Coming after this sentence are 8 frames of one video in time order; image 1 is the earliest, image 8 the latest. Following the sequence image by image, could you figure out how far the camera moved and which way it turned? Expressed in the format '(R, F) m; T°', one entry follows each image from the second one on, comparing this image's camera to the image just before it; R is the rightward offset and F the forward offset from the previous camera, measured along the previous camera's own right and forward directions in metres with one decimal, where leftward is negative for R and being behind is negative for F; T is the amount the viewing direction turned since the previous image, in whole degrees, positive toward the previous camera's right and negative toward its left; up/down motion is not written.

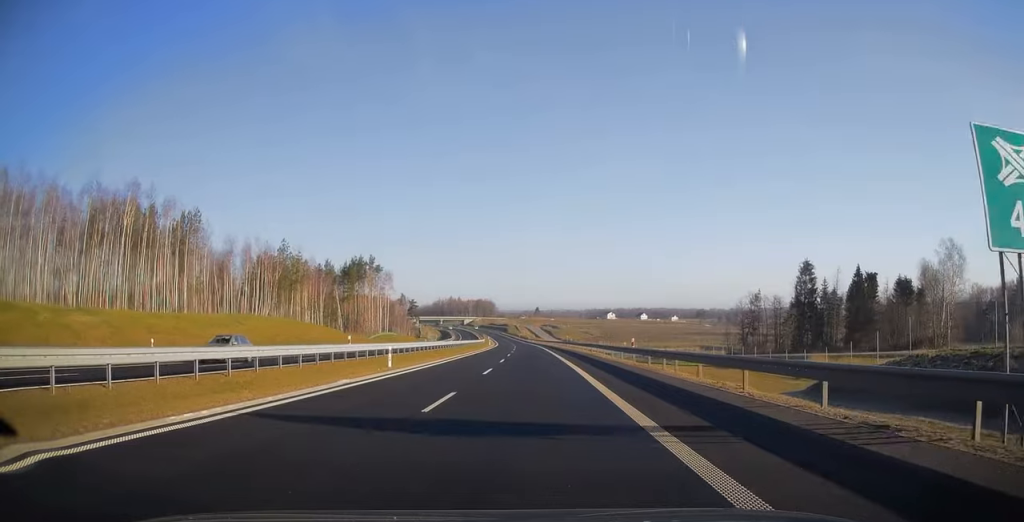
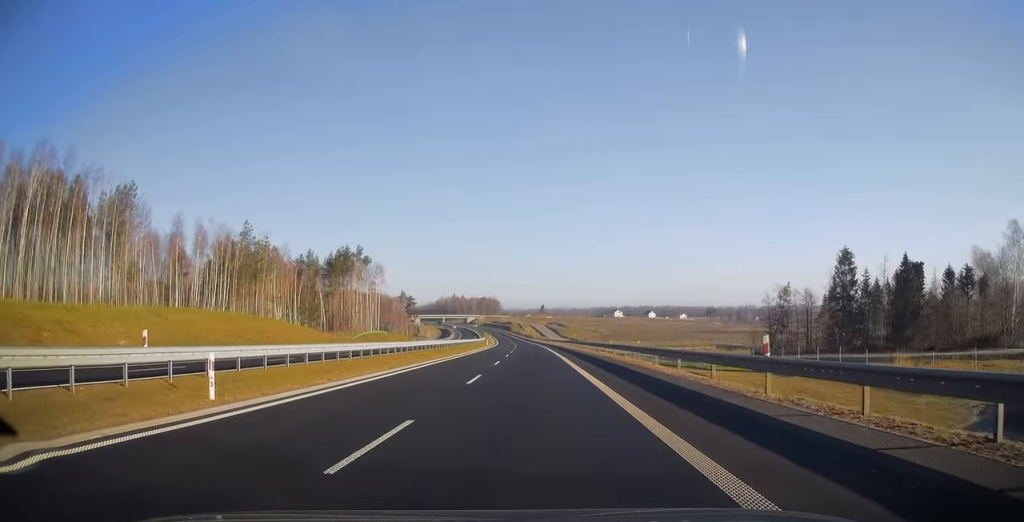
(-0.1, +17.4) m; 0°
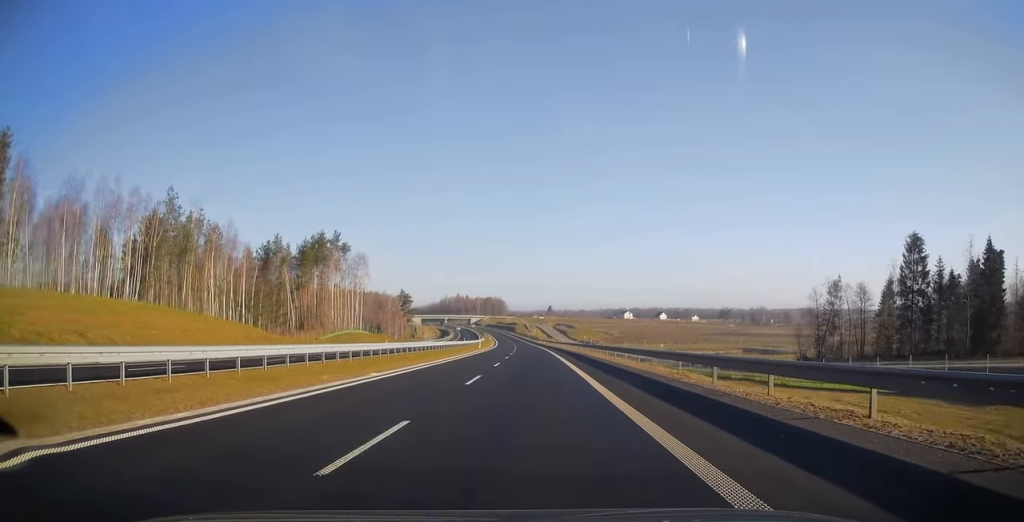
(-0.1, +24.2) m; -1°
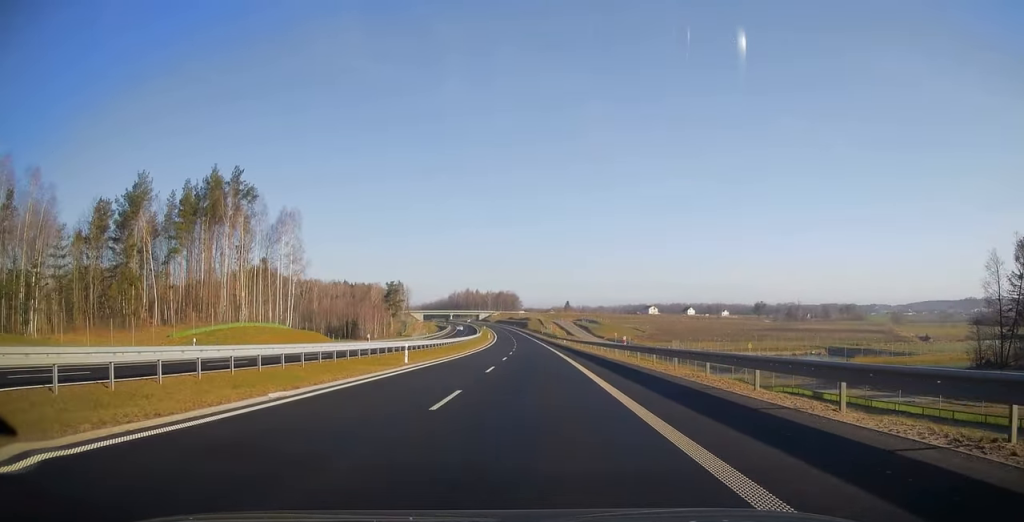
(-0.8, +54.7) m; -2°
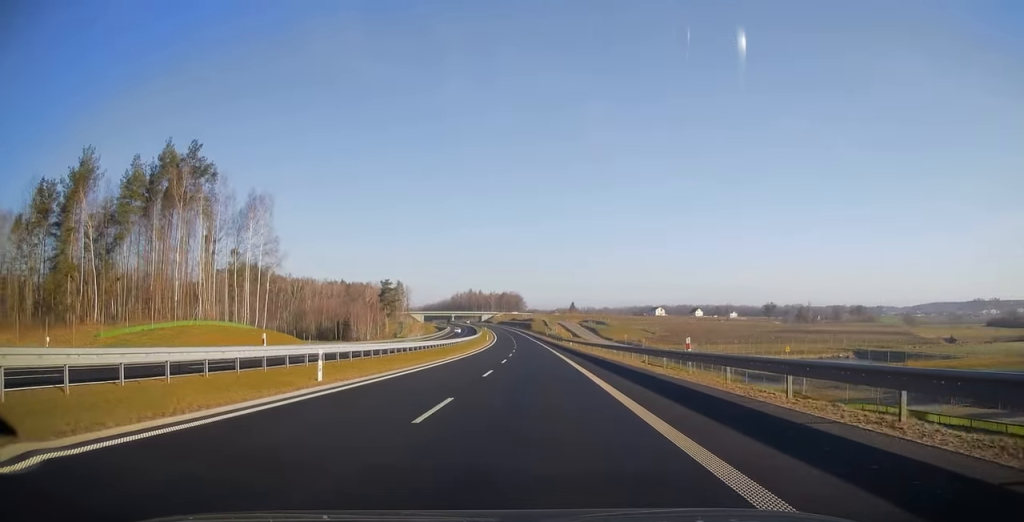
(-0.1, +13.6) m; 0°
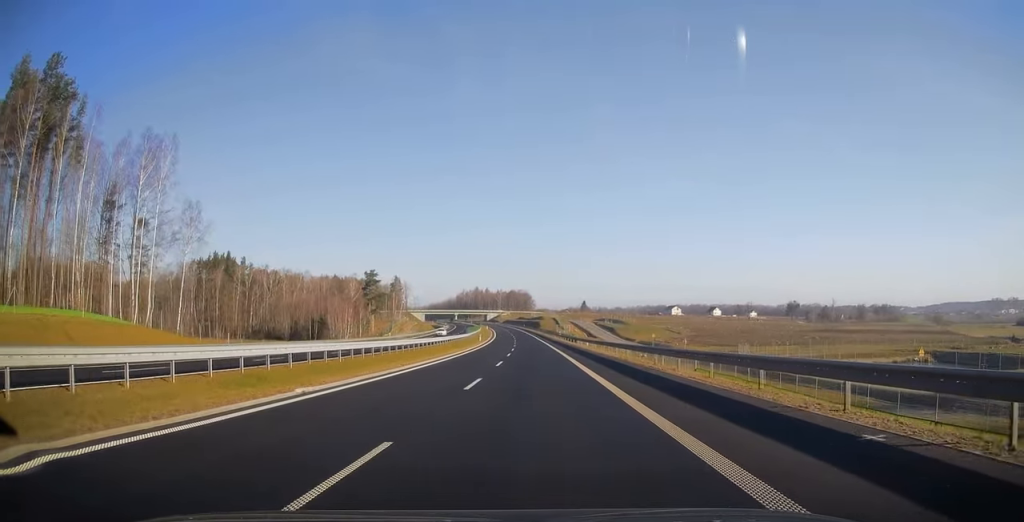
(-0.2, +29.9) m; -1°
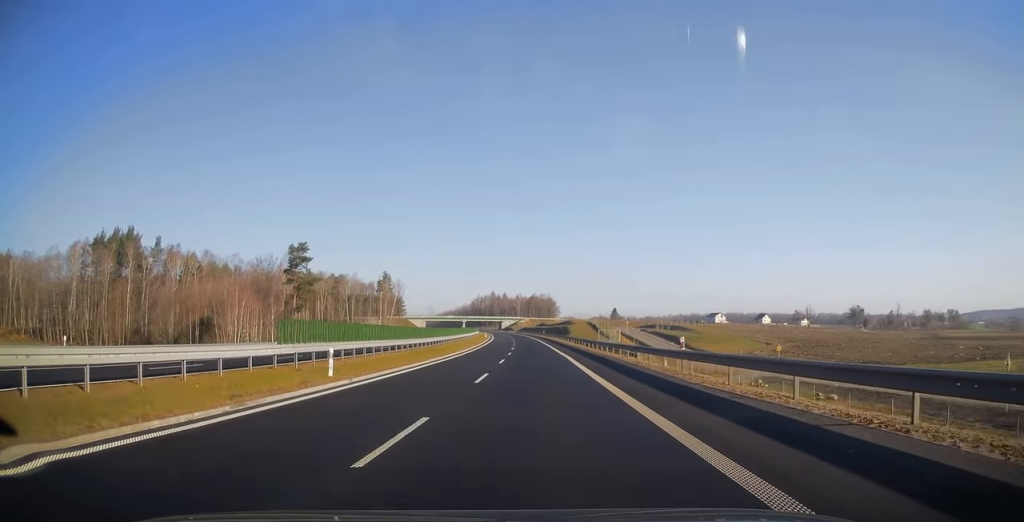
(-1.3, +69.7) m; -2°
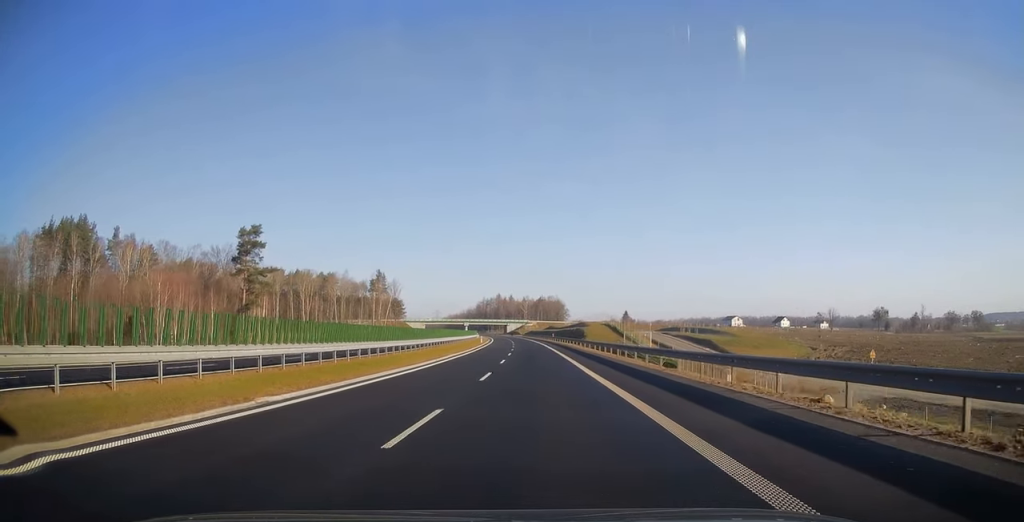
(-0.2, +22.9) m; -1°
